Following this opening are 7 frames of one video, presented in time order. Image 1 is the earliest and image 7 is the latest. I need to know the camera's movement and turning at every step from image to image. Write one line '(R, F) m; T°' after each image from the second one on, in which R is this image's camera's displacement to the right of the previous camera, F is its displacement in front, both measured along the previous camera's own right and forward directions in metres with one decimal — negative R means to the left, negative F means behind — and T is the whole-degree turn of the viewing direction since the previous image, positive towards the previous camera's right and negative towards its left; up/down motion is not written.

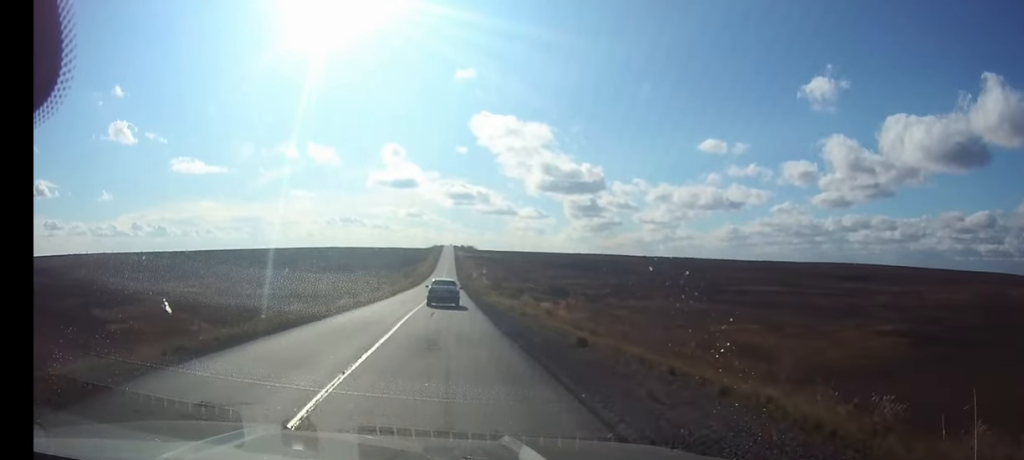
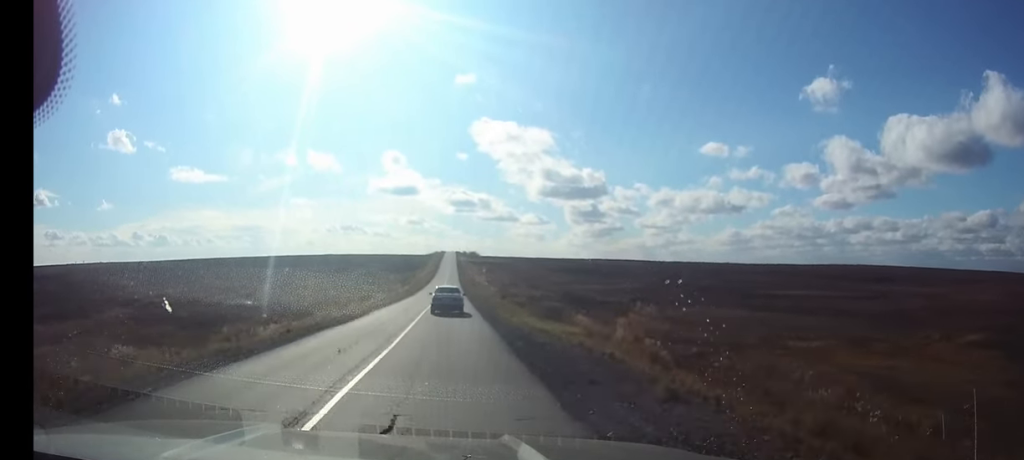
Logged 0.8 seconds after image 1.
(0.0, +16.8) m; 0°
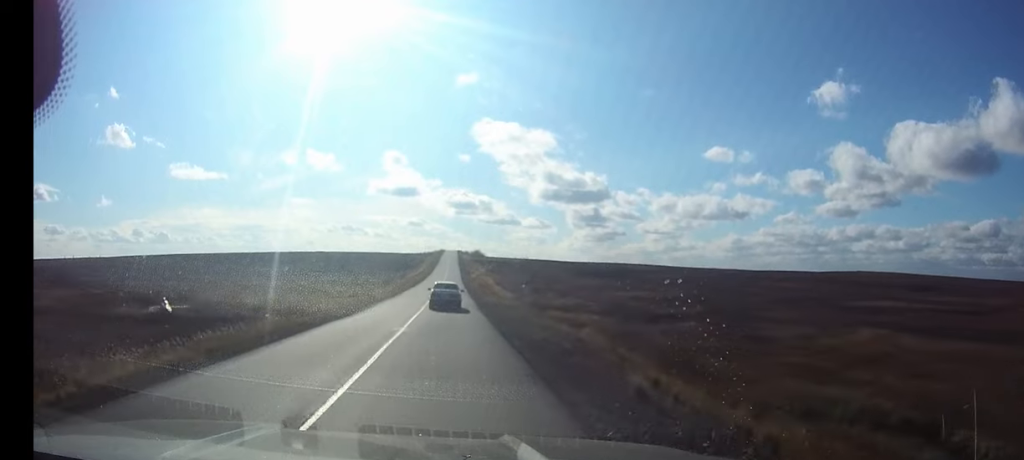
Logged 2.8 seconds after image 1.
(0.0, +41.1) m; 0°
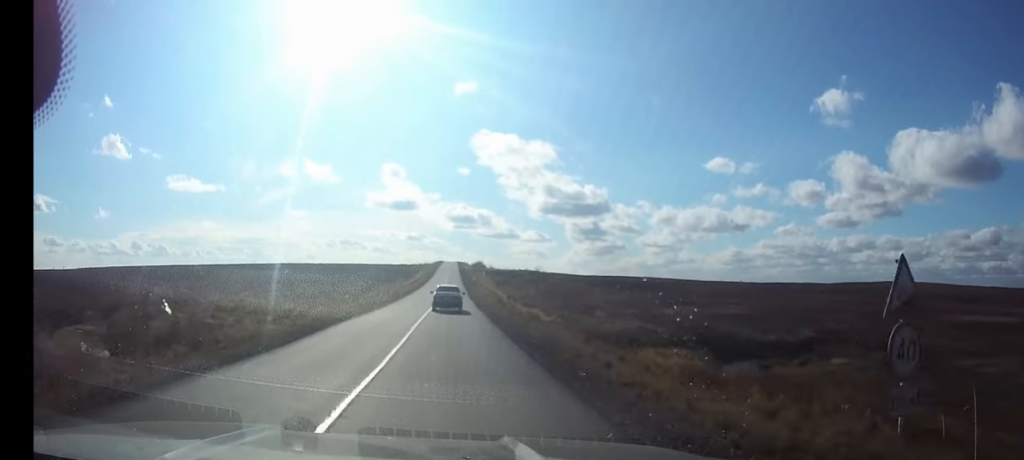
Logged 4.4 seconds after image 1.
(0.0, +35.5) m; 0°
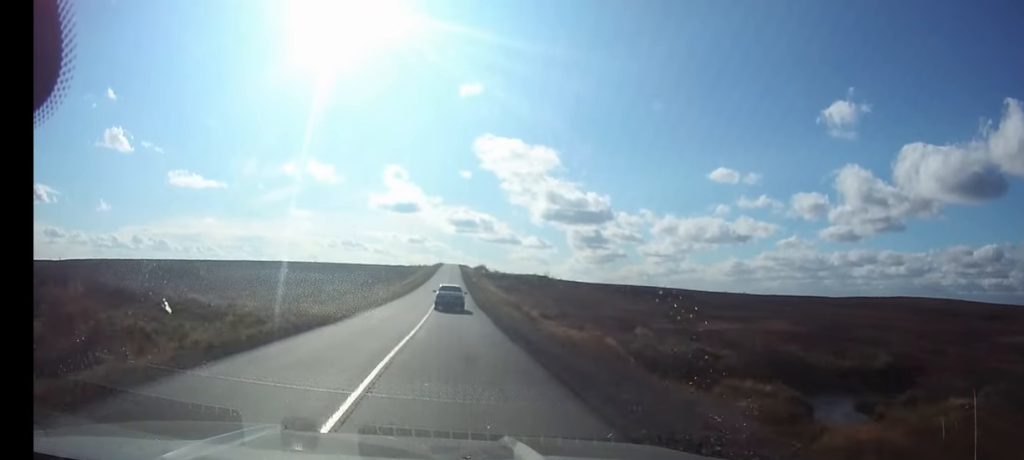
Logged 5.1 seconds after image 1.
(0.0, +16.3) m; 0°
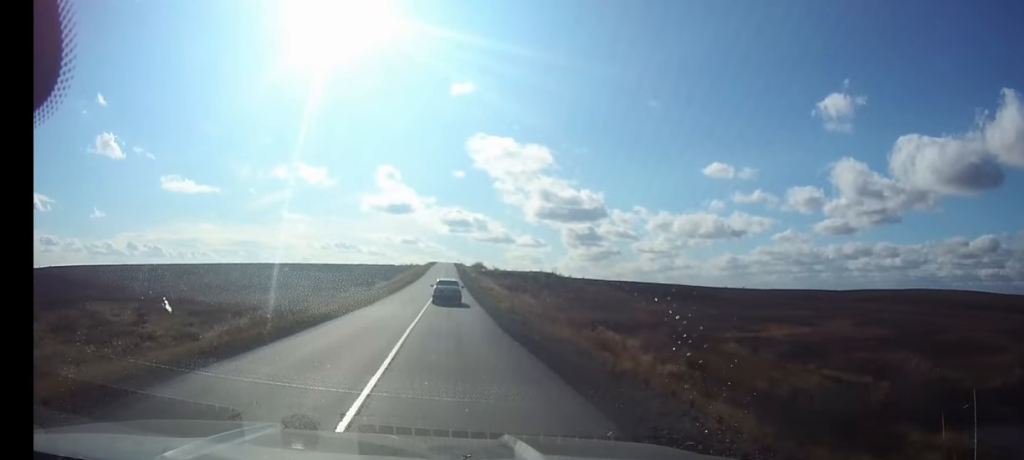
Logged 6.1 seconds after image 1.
(+0.1, +21.4) m; 0°
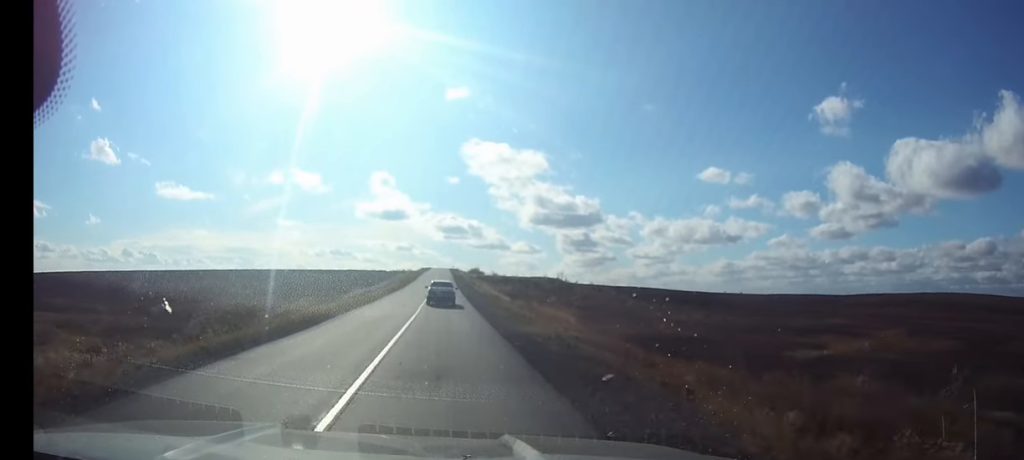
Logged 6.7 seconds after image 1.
(0.0, +13.4) m; 0°
